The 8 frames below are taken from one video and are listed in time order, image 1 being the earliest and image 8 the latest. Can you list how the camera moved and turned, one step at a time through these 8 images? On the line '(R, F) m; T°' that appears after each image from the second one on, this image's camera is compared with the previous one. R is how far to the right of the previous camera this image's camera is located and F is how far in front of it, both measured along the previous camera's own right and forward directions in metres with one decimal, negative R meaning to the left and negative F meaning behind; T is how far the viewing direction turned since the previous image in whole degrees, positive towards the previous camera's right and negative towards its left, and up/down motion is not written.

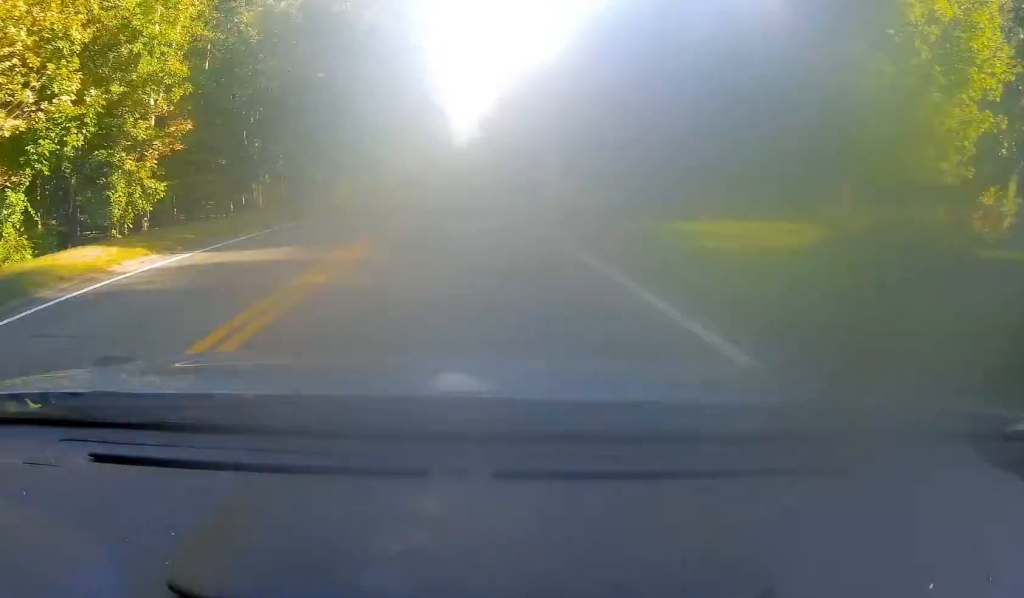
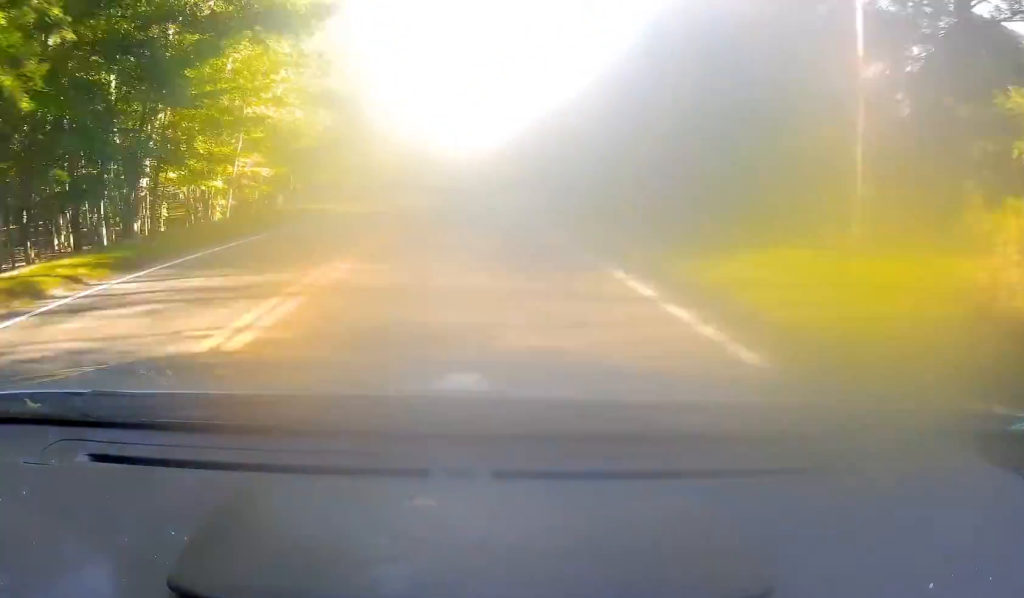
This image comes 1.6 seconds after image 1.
(+0.1, +34.6) m; 0°
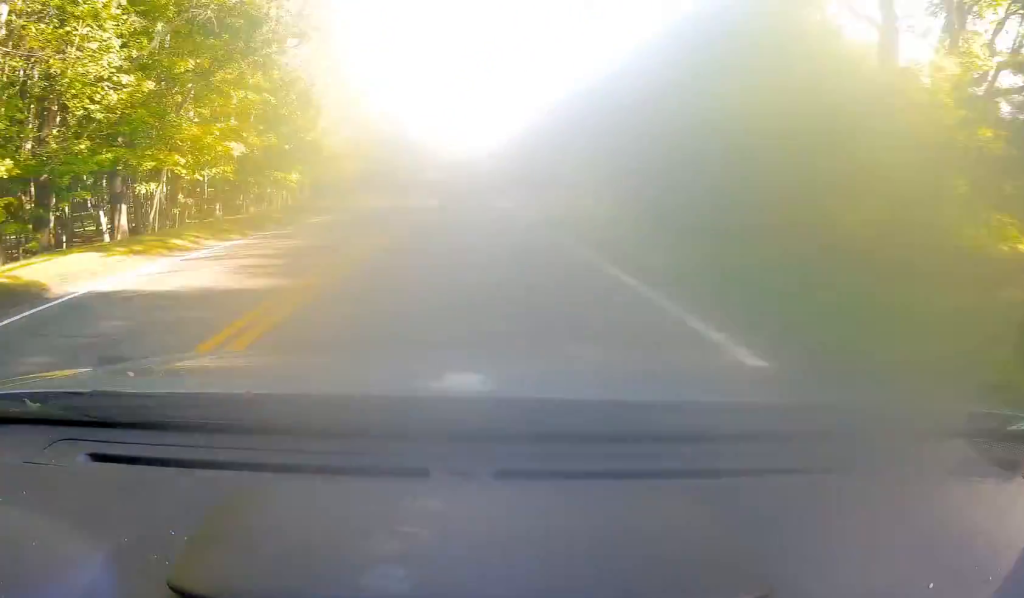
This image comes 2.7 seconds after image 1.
(0.0, +24.0) m; 0°
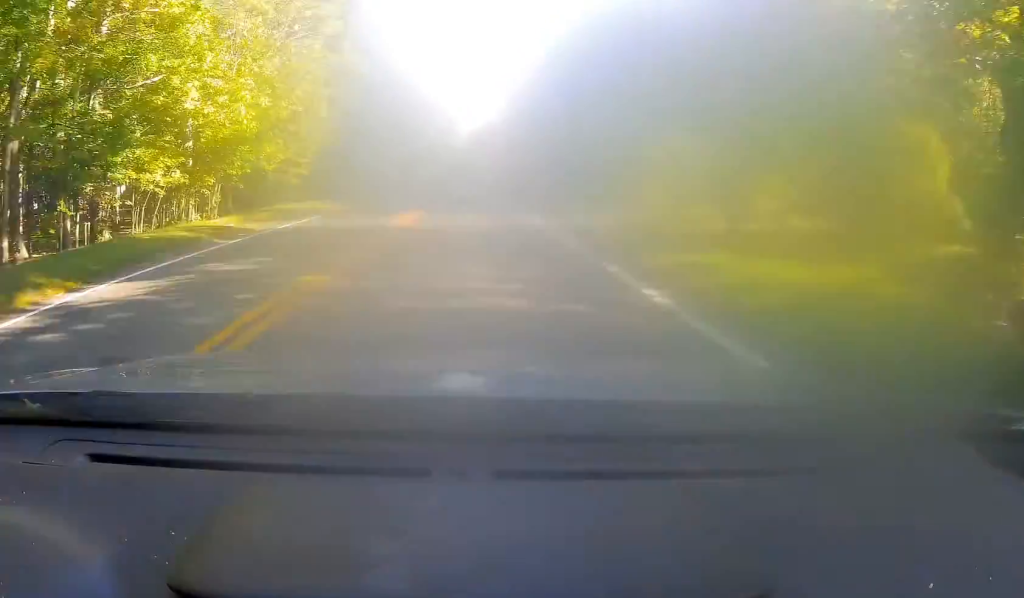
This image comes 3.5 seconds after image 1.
(0.0, +18.0) m; -1°
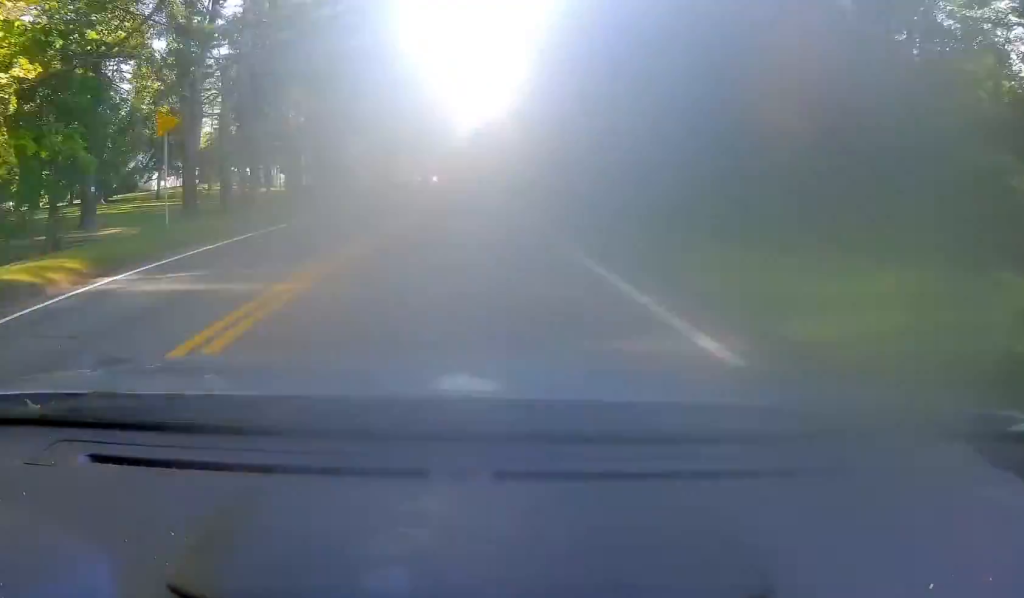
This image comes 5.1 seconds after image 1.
(-0.5, +33.7) m; -1°
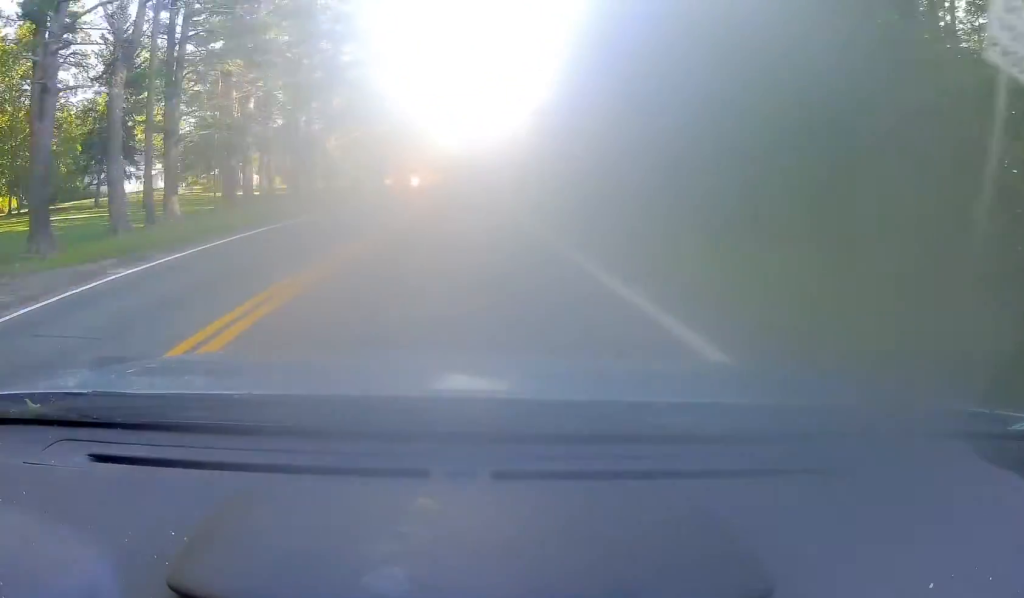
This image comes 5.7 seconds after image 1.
(+0.2, +13.5) m; 0°
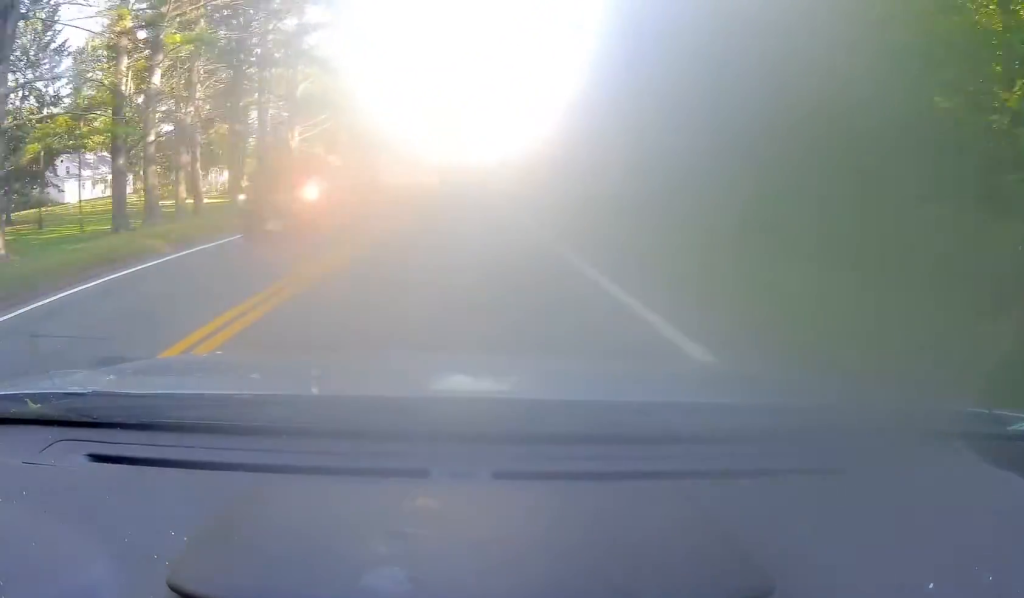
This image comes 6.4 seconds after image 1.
(-0.3, +14.2) m; 0°
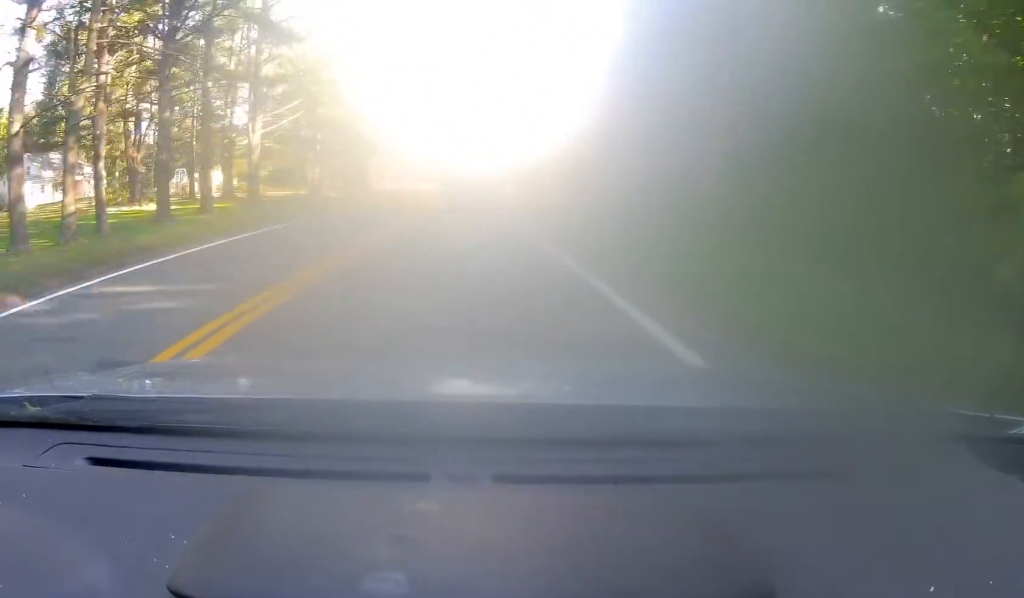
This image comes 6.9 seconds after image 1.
(0.0, +10.5) m; 0°
